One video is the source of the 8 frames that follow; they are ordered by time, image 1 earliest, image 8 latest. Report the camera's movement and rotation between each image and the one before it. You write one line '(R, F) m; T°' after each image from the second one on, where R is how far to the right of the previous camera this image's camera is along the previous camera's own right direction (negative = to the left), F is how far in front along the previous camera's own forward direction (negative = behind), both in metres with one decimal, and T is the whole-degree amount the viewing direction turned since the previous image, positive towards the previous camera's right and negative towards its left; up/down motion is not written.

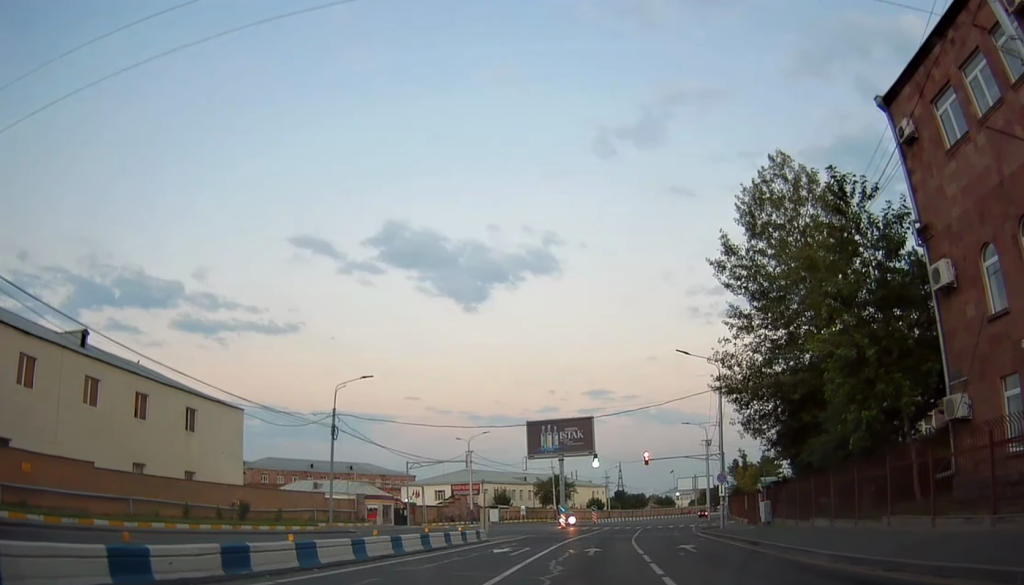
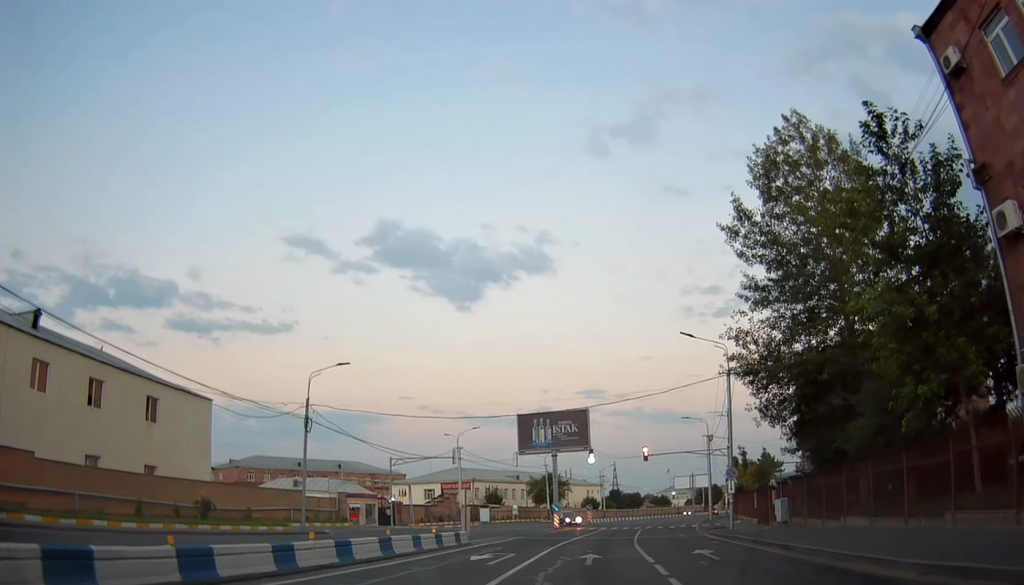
(+0.2, +4.0) m; +2°
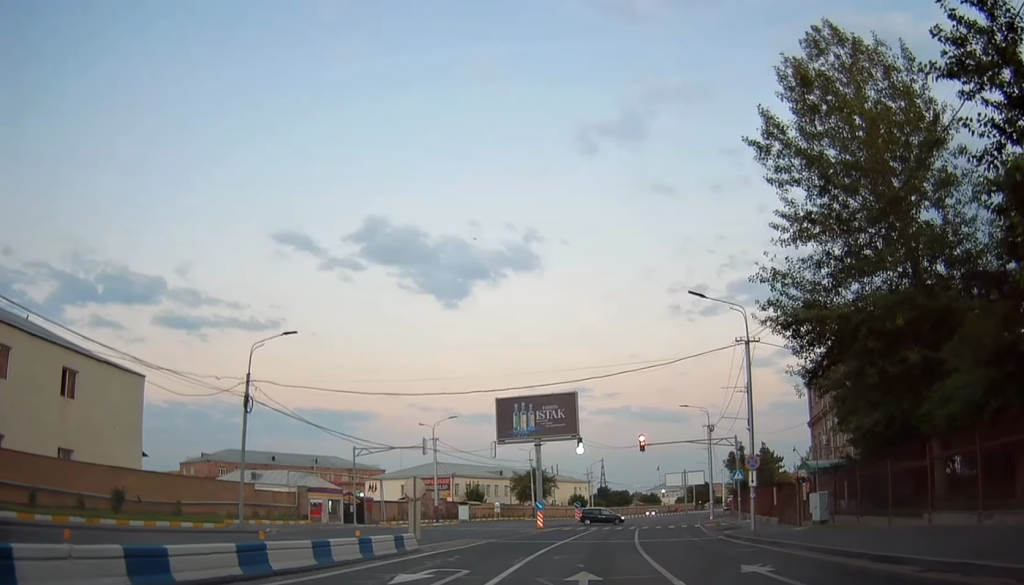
(-0.2, +7.3) m; -2°
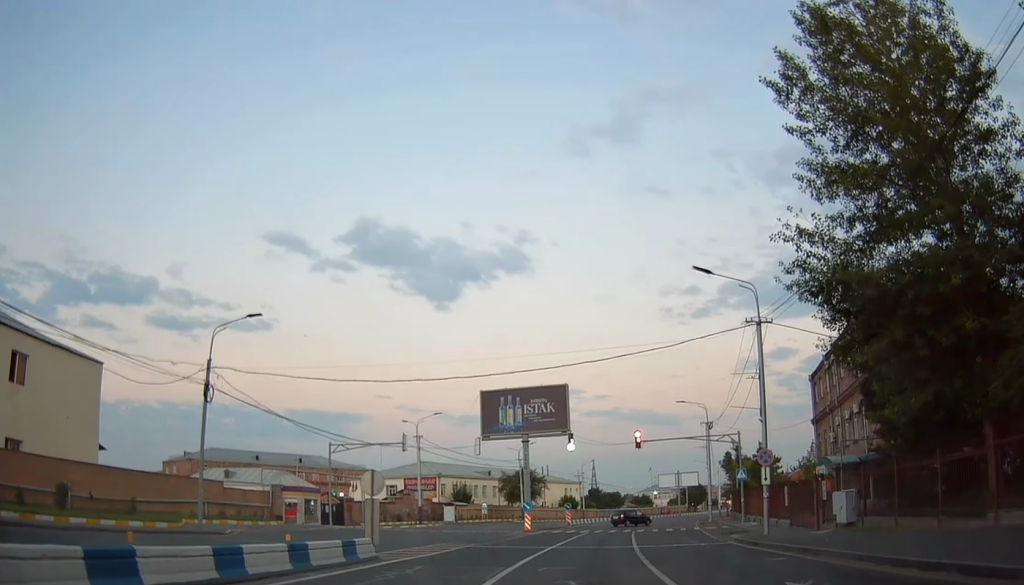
(+0.2, +3.7) m; -2°
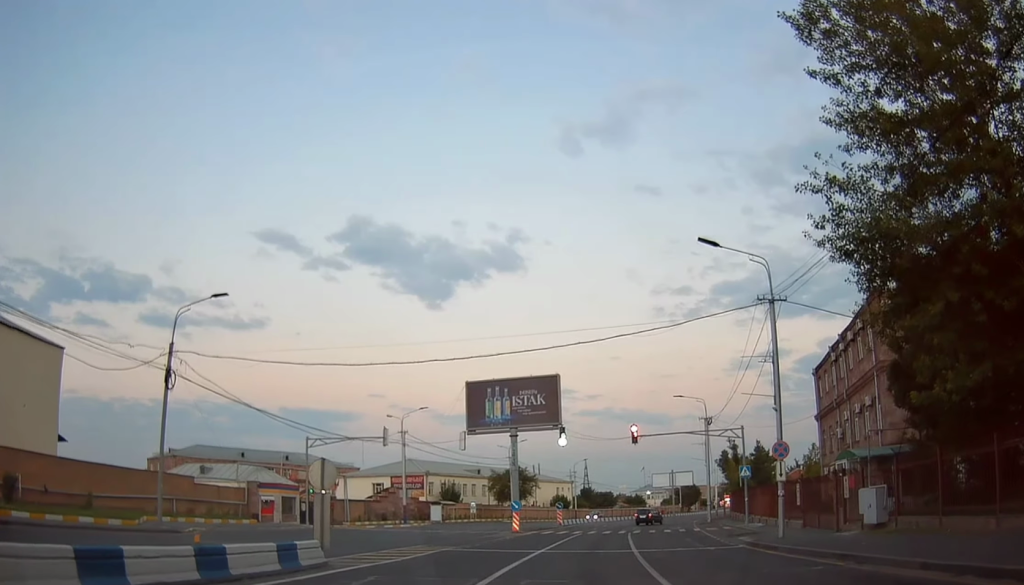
(-0.2, +3.0) m; +3°
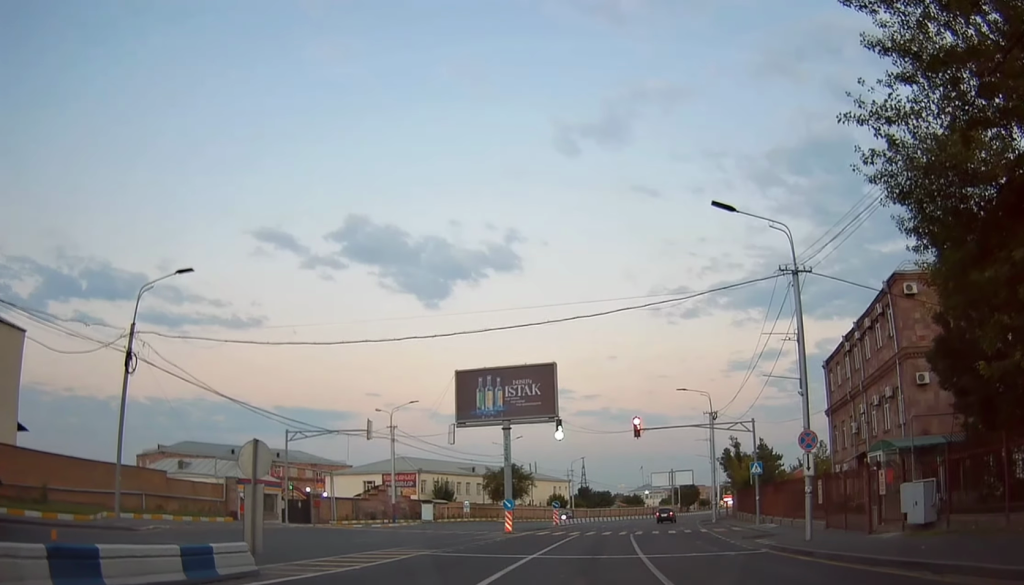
(+0.3, +3.1) m; -4°
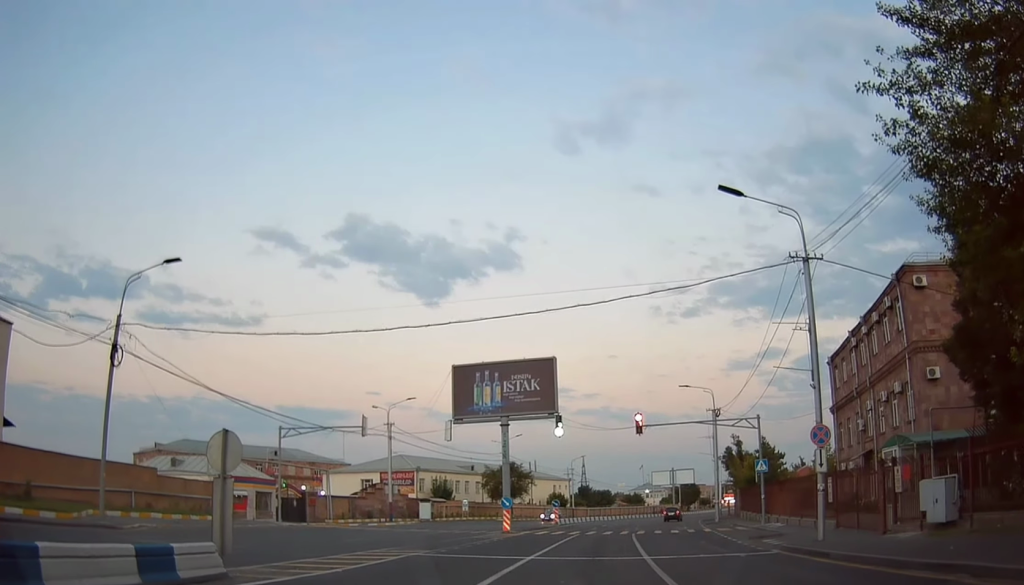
(-0.1, +1.1) m; -2°
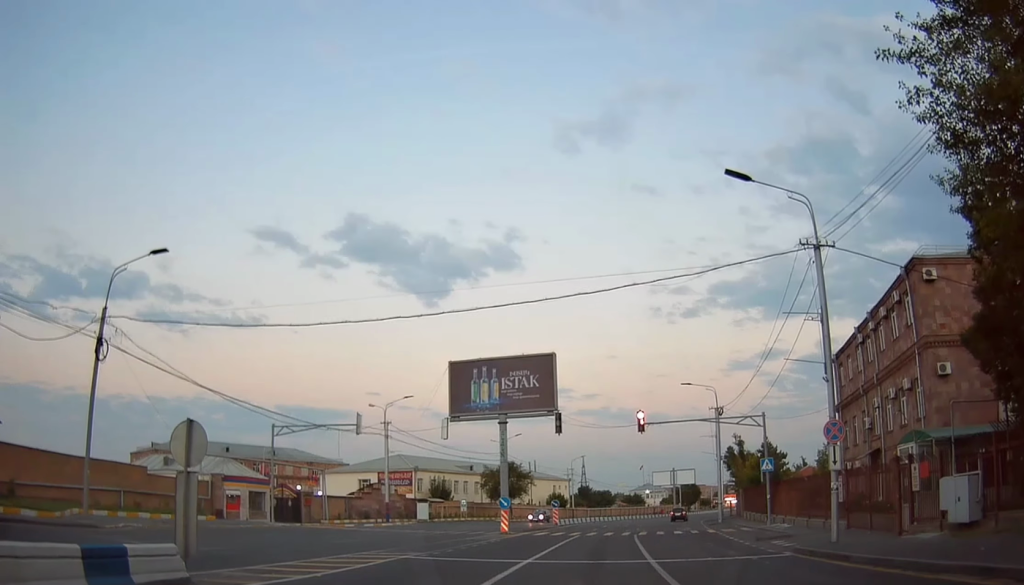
(-0.3, +1.1) m; +1°
